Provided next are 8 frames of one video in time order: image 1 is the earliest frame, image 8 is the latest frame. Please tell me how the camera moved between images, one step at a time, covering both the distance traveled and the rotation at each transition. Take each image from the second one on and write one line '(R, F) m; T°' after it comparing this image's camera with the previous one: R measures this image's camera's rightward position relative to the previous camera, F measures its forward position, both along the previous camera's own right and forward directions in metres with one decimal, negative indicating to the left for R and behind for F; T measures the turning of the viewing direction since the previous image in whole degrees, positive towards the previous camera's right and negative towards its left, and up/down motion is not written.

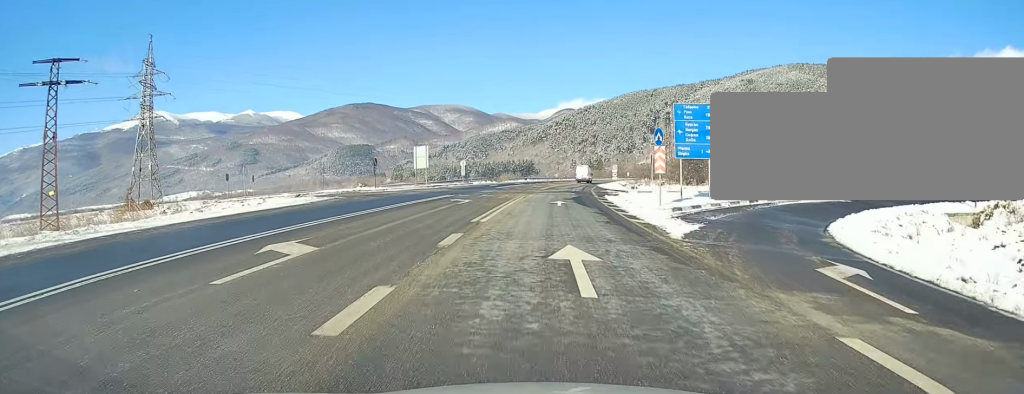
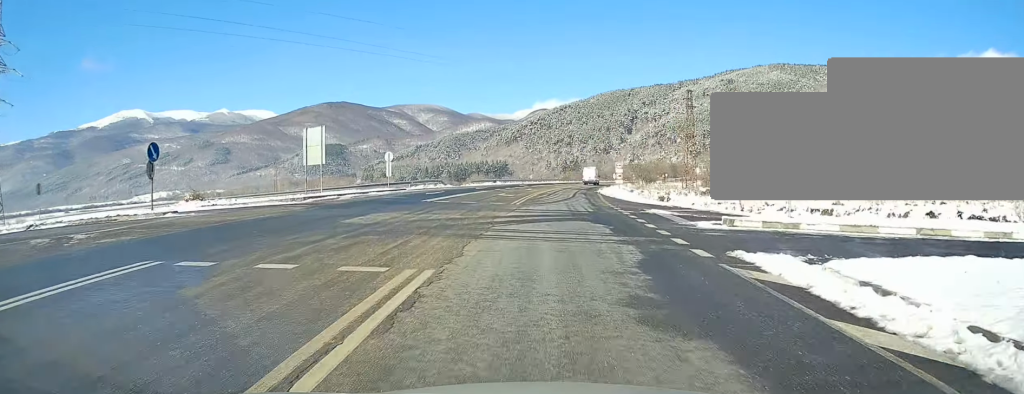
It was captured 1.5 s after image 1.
(+0.6, +28.1) m; +3°
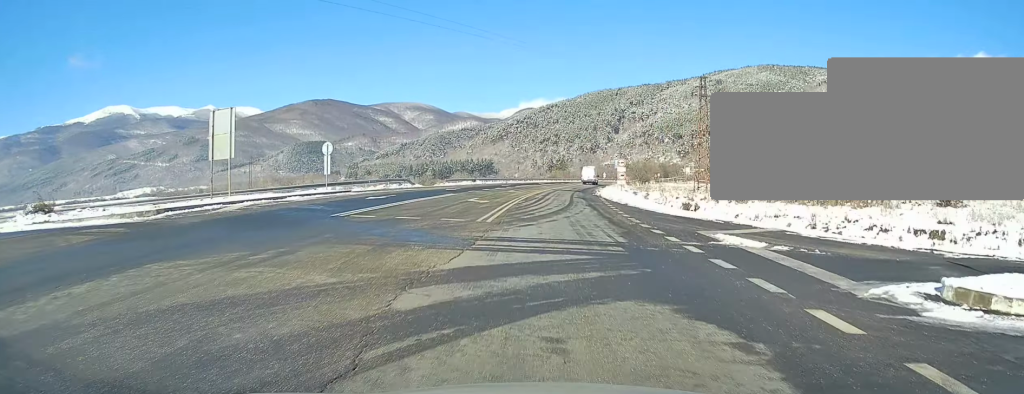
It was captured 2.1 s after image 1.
(+0.2, +11.3) m; +1°
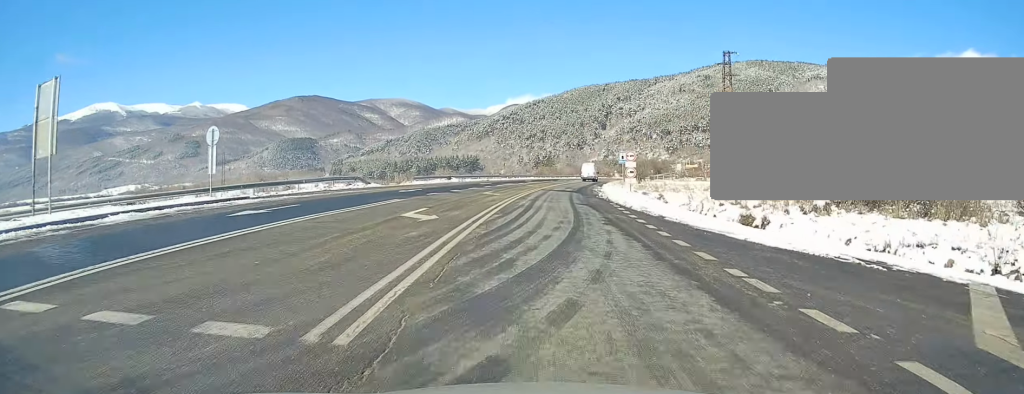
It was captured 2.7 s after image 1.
(+0.1, +11.9) m; +1°
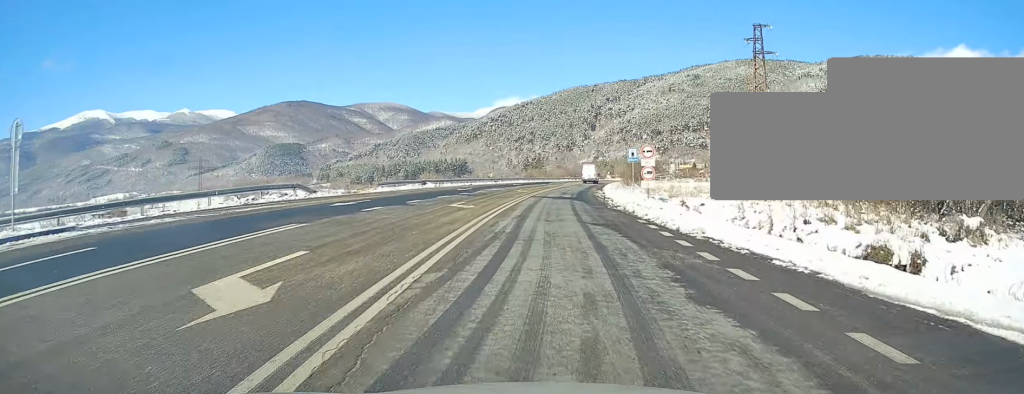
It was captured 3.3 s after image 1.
(0.0, +10.0) m; +1°
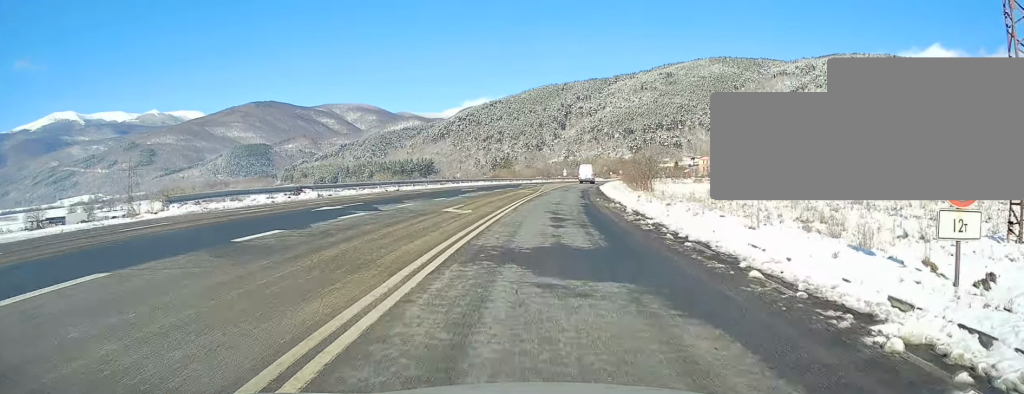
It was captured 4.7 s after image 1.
(+0.7, +26.5) m; +3°
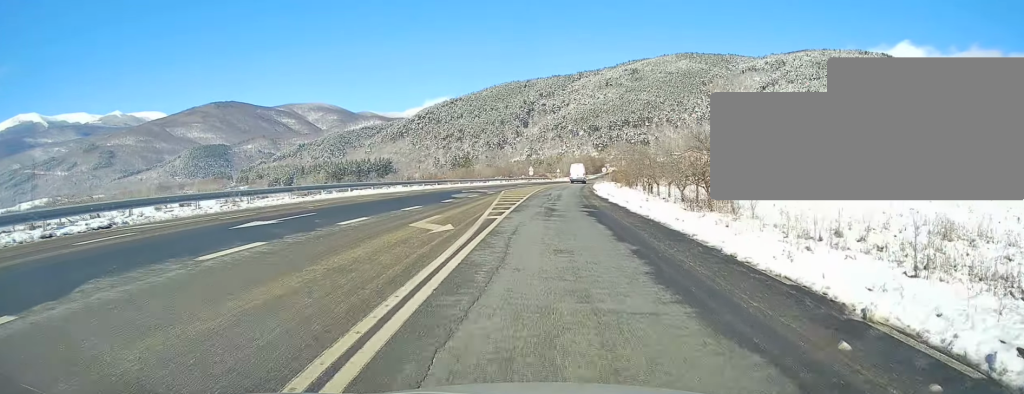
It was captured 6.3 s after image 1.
(+1.1, +31.2) m; +3°
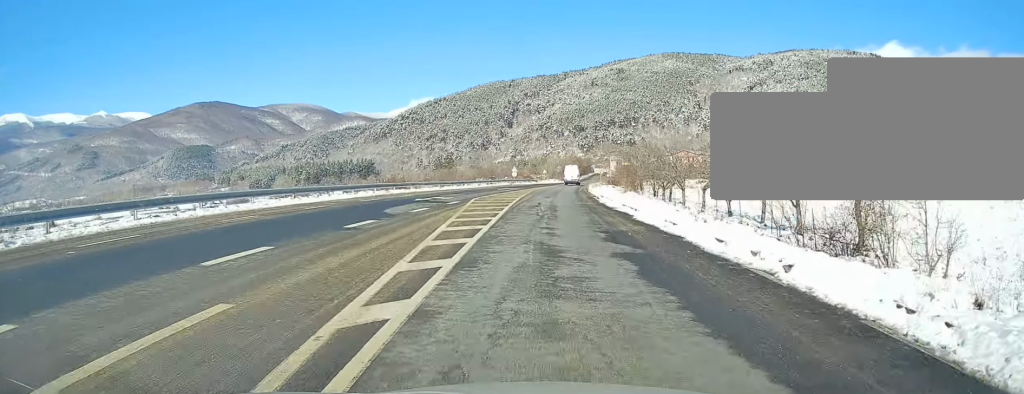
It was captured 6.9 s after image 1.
(+0.1, +12.0) m; +1°
